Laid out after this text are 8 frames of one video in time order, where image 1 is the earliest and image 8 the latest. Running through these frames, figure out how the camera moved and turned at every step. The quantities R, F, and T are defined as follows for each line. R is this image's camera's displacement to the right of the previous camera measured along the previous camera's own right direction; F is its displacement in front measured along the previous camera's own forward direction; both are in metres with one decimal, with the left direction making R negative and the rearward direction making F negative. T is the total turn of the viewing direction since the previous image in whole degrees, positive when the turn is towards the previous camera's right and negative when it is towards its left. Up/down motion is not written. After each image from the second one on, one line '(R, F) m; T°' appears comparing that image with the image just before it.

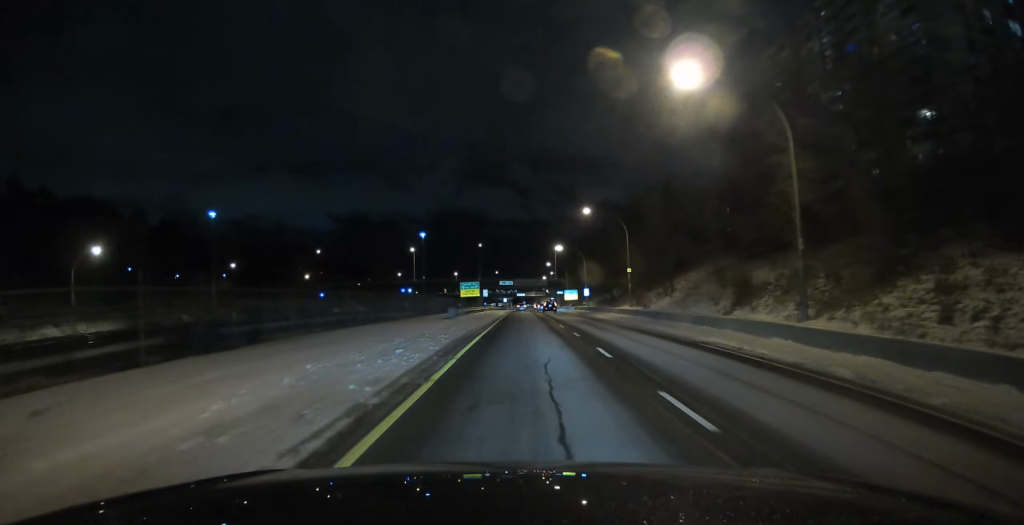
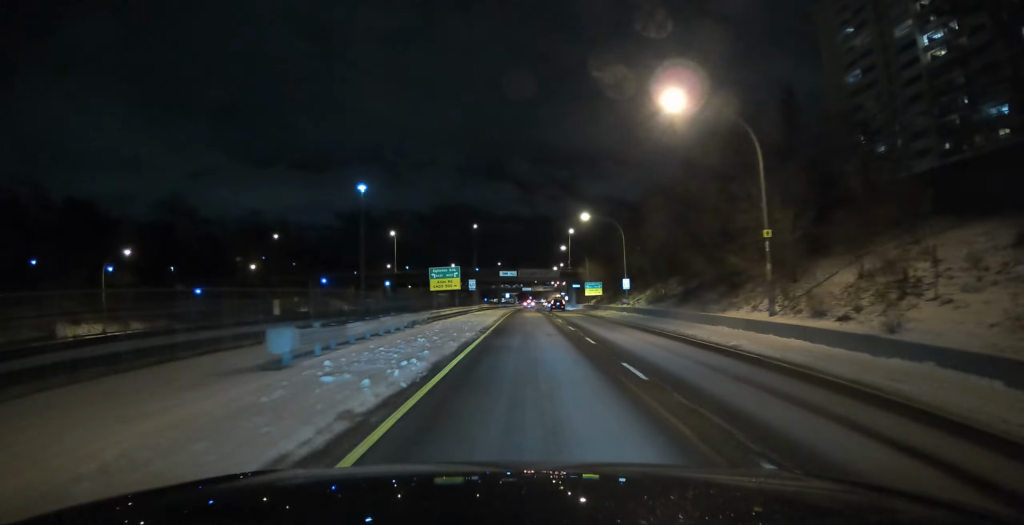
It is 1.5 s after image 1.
(+0.2, +31.7) m; 0°
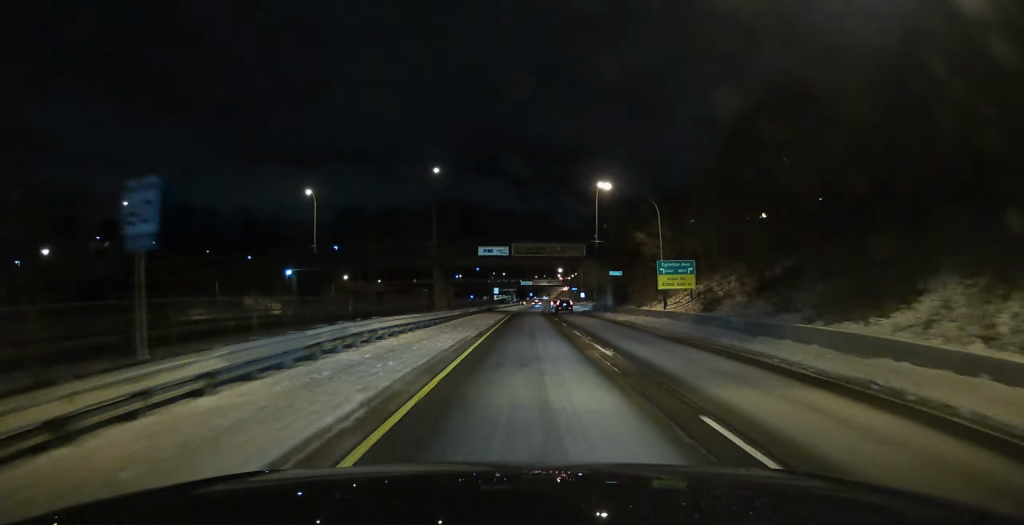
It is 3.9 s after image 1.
(+0.2, +52.2) m; 0°
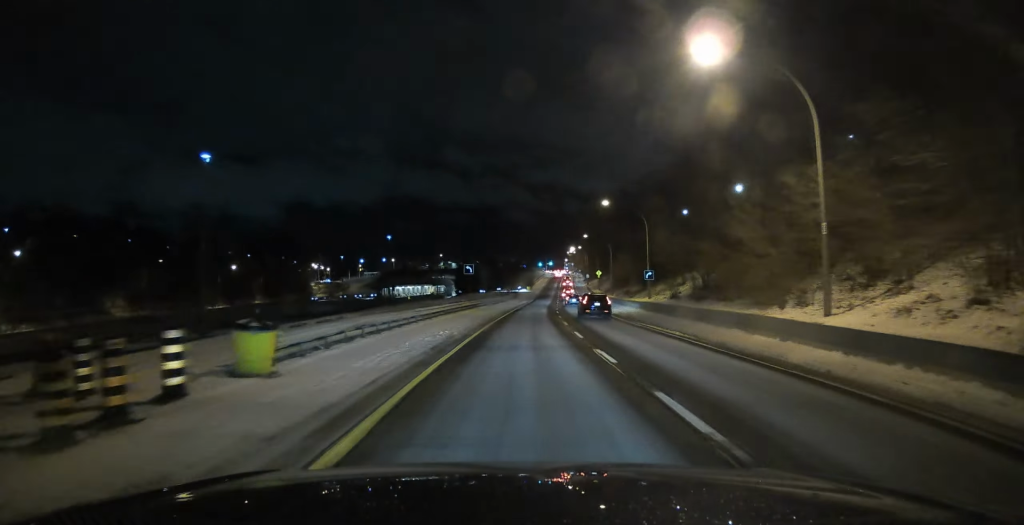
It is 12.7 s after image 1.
(+2.8, +185.3) m; +3°
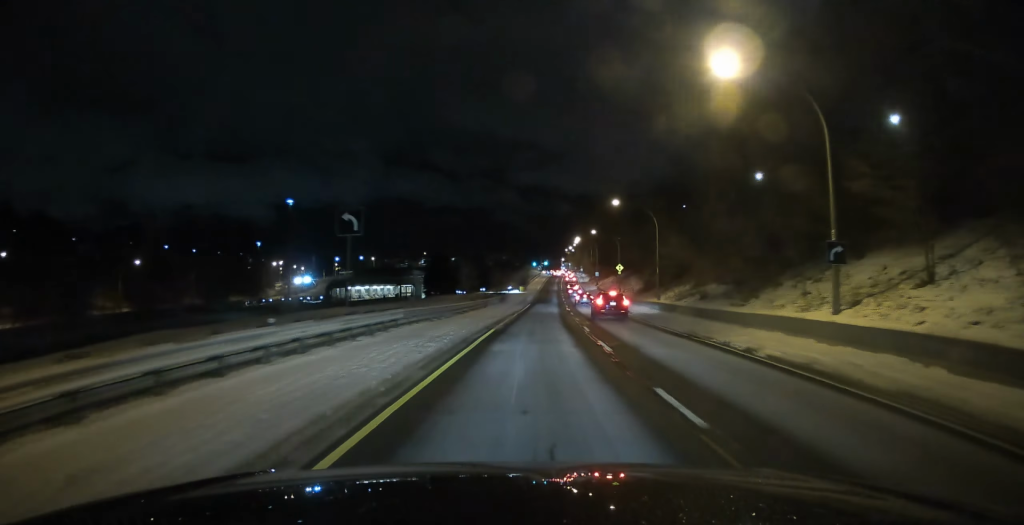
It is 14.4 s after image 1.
(+0.1, +34.6) m; +1°
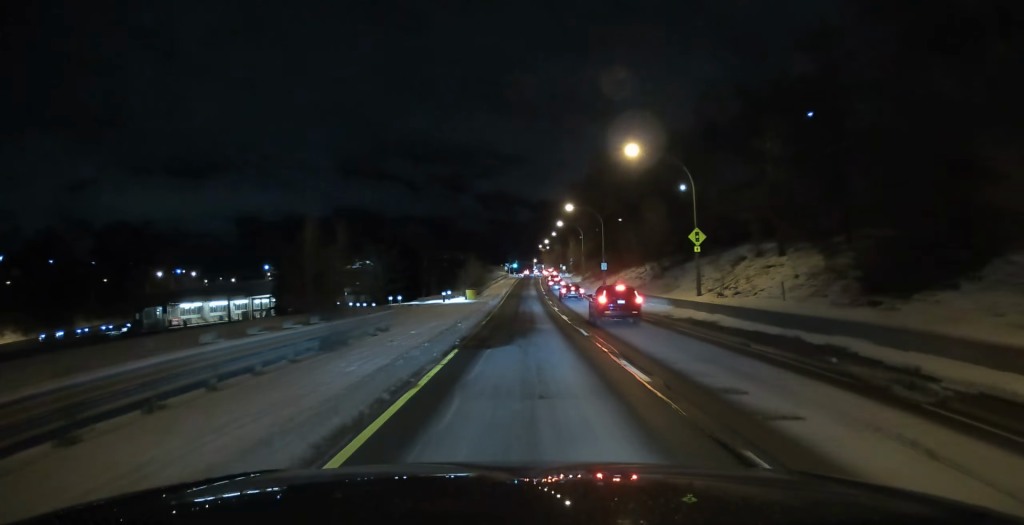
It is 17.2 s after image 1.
(+0.8, +51.2) m; +1°
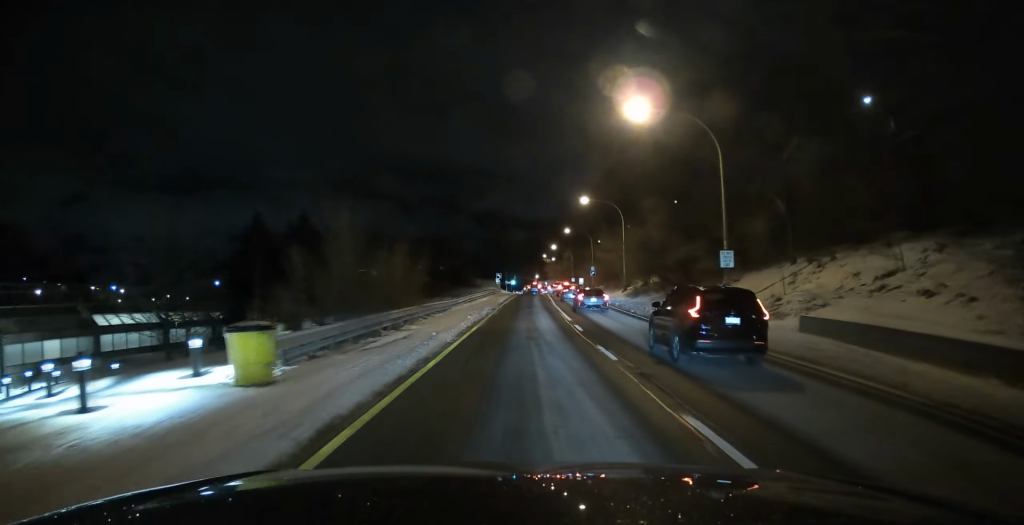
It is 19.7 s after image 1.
(+0.5, +41.5) m; +1°
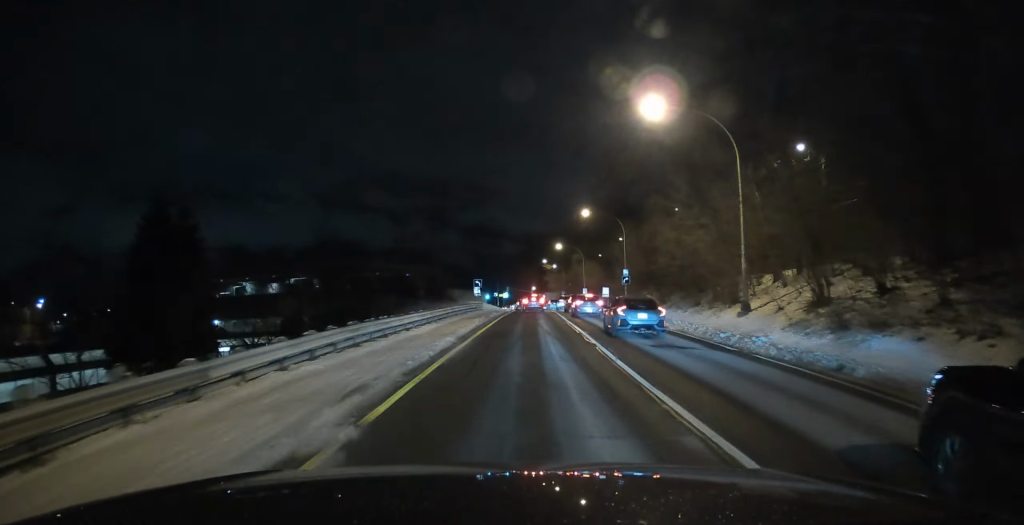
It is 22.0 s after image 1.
(+0.2, +32.7) m; +1°
